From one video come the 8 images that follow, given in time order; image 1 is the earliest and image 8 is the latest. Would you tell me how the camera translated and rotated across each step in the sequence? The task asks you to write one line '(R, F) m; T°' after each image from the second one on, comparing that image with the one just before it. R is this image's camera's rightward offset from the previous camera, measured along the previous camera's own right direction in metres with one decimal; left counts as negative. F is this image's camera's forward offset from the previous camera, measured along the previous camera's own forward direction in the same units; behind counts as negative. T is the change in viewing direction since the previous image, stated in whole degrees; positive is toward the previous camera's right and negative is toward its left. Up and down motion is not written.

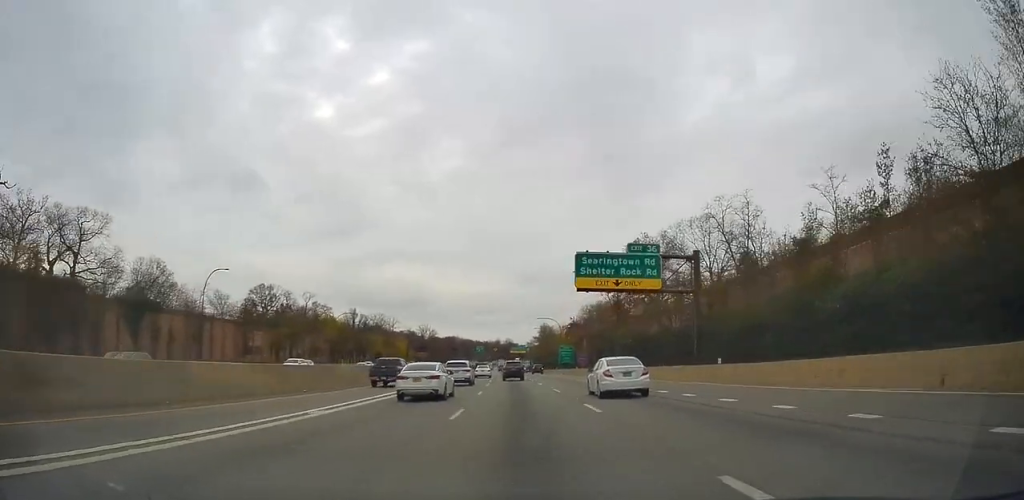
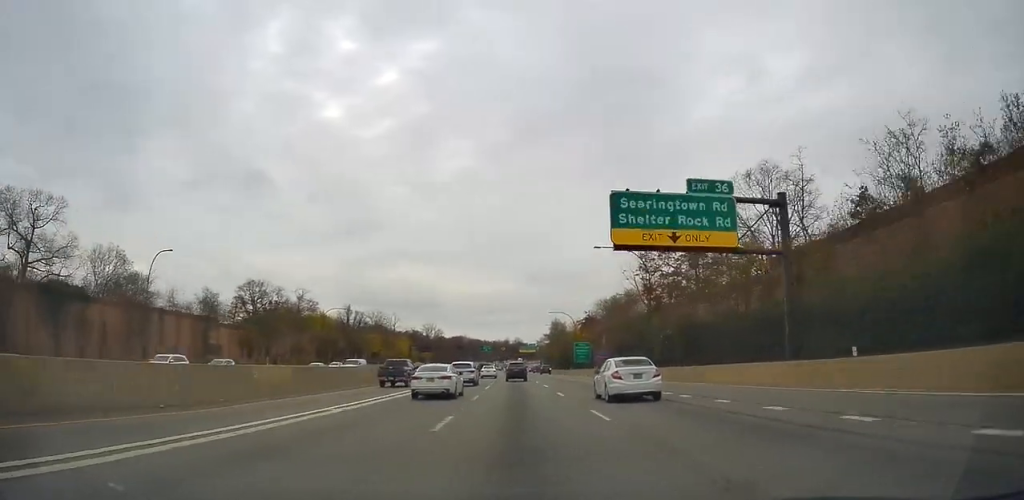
(-0.2, +14.2) m; -1°
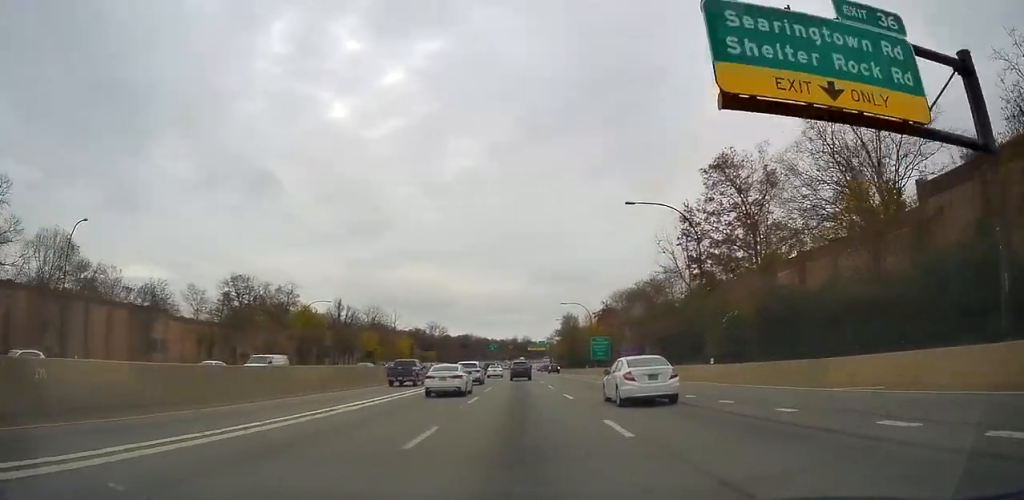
(-0.1, +14.7) m; -1°
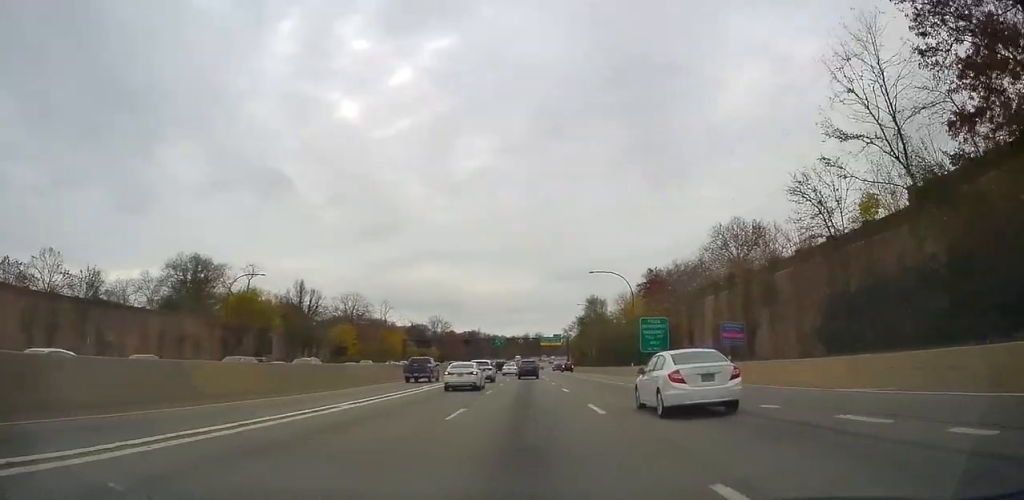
(-0.5, +31.8) m; -1°
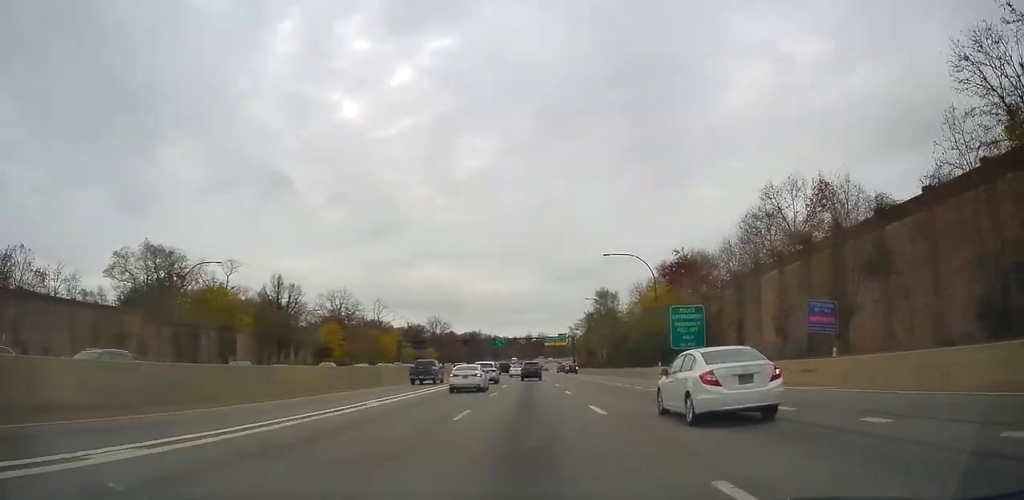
(0.0, +11.8) m; 0°
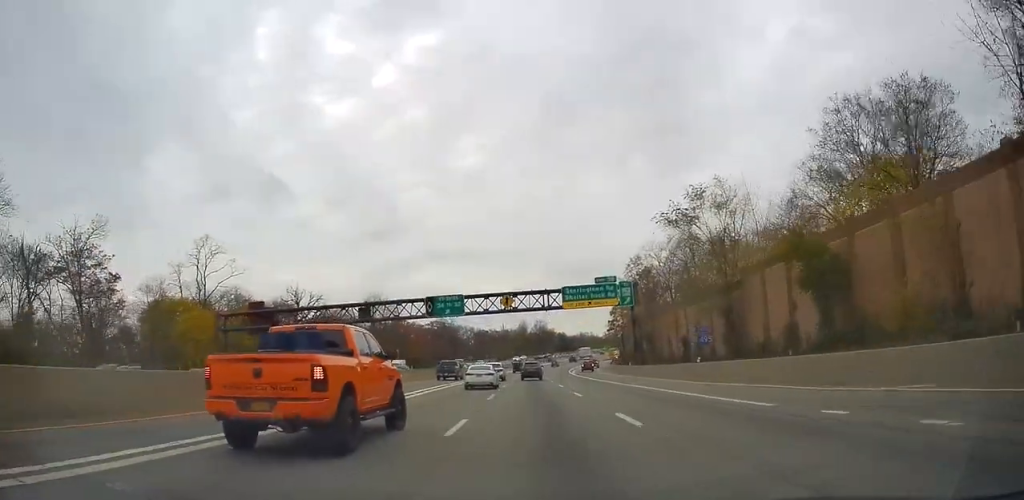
(-2.7, +101.3) m; -2°
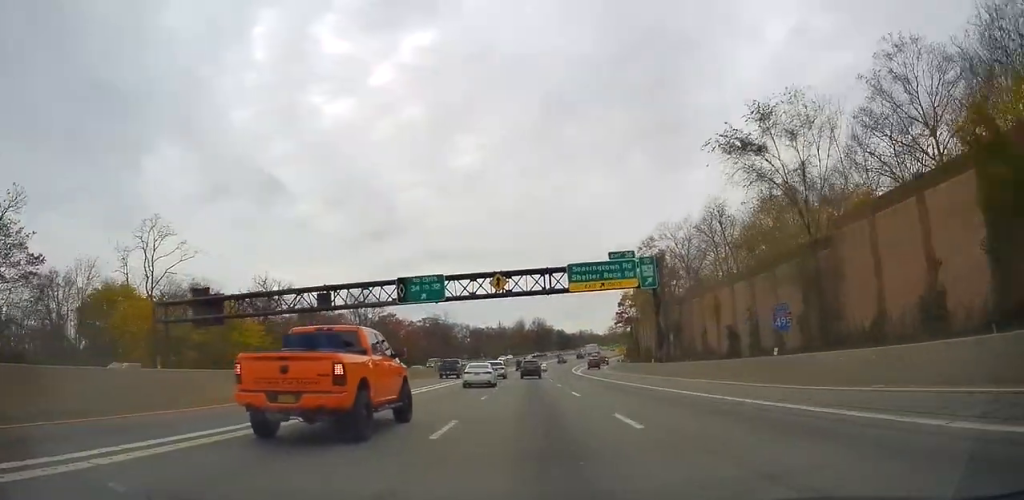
(-0.3, +13.2) m; 0°
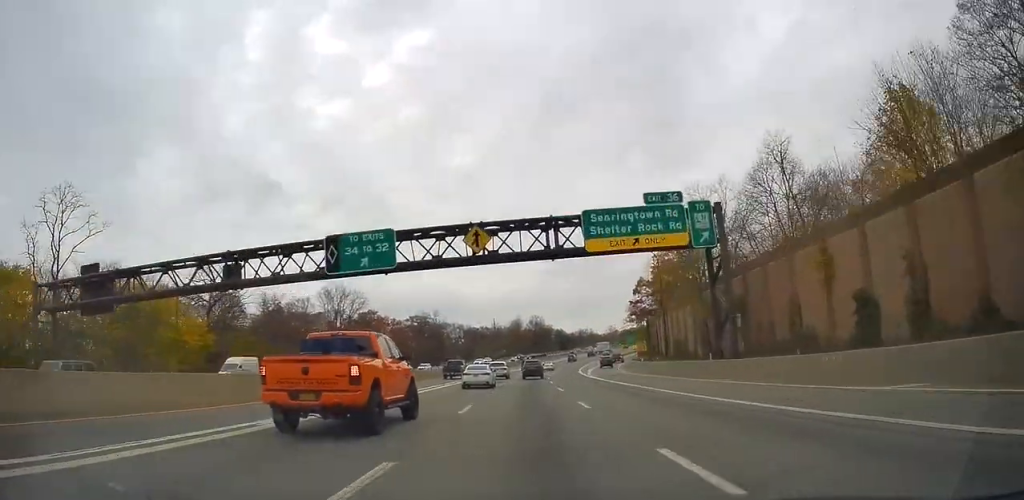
(+0.1, +17.7) m; +1°
